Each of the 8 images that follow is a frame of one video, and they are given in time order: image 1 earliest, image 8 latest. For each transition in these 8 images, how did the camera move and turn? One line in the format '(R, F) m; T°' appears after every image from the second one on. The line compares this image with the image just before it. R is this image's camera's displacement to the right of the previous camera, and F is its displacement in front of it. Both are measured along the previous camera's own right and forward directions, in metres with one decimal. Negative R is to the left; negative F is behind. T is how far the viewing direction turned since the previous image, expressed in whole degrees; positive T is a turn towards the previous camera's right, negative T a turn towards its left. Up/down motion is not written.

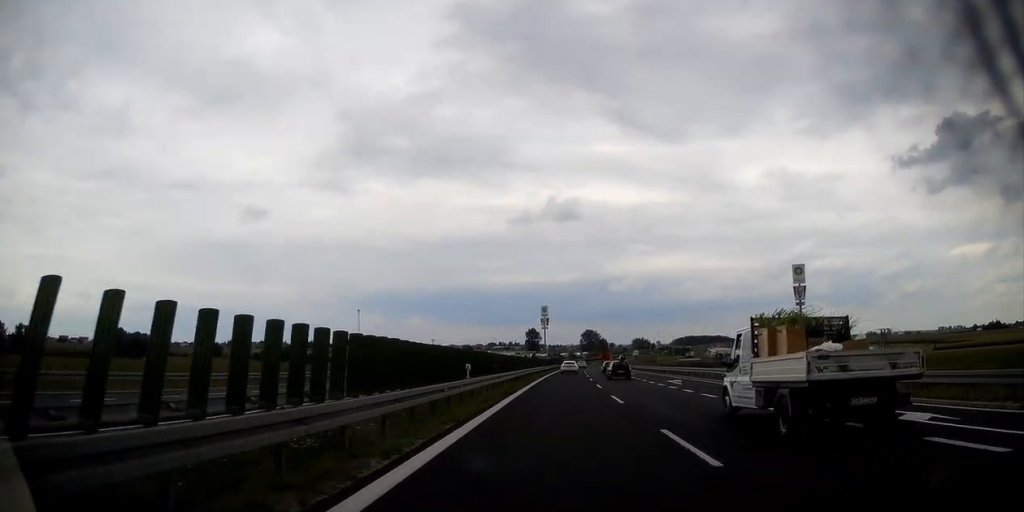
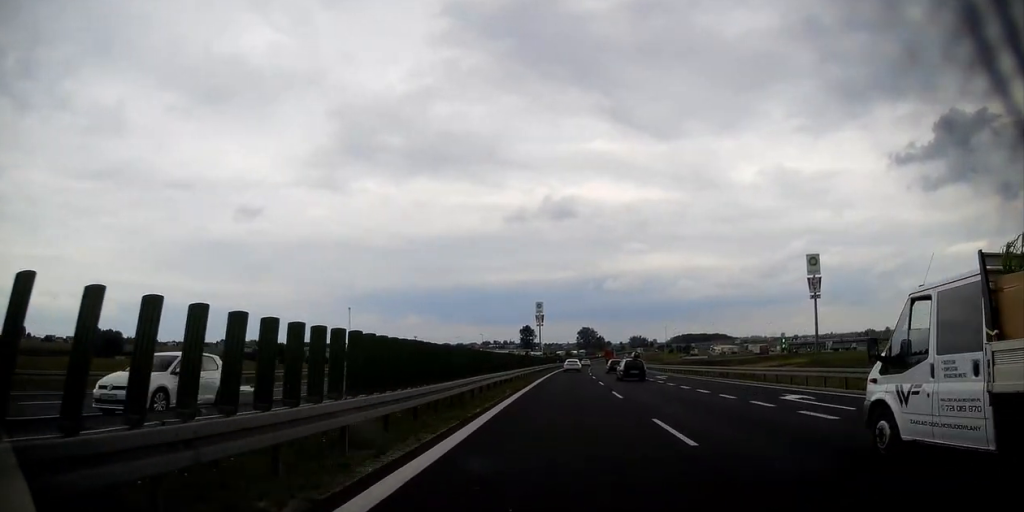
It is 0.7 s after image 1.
(0.0, +22.2) m; +1°
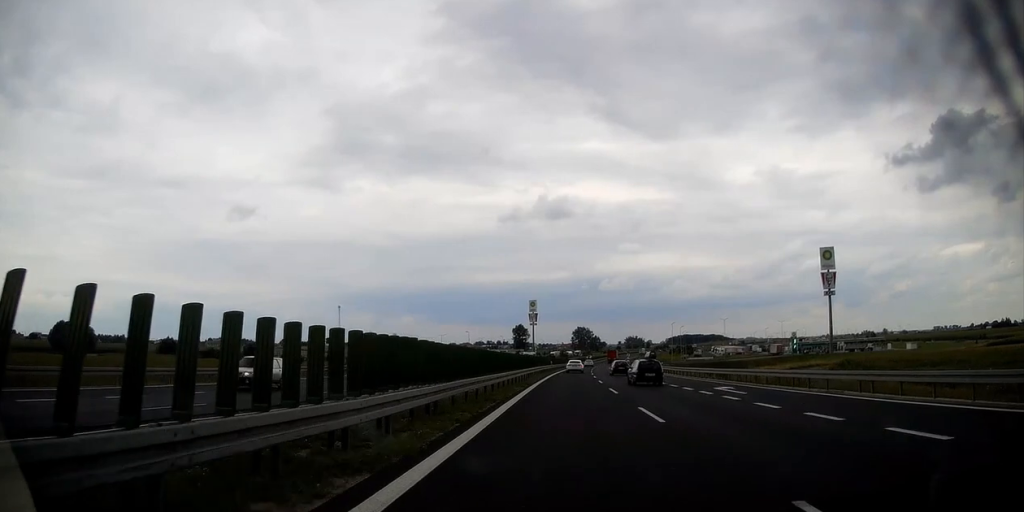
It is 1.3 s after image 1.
(+0.1, +20.1) m; +1°
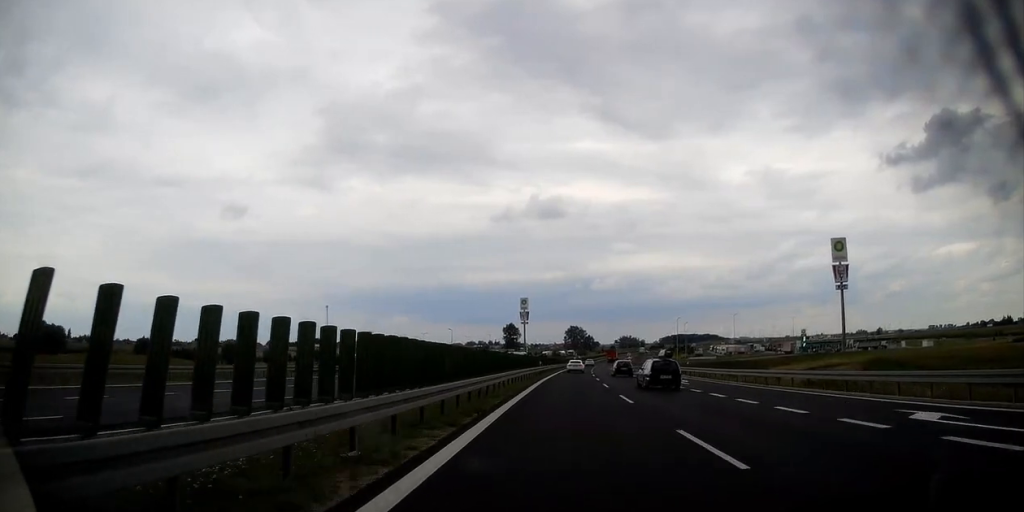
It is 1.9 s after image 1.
(+0.1, +17.9) m; +1°
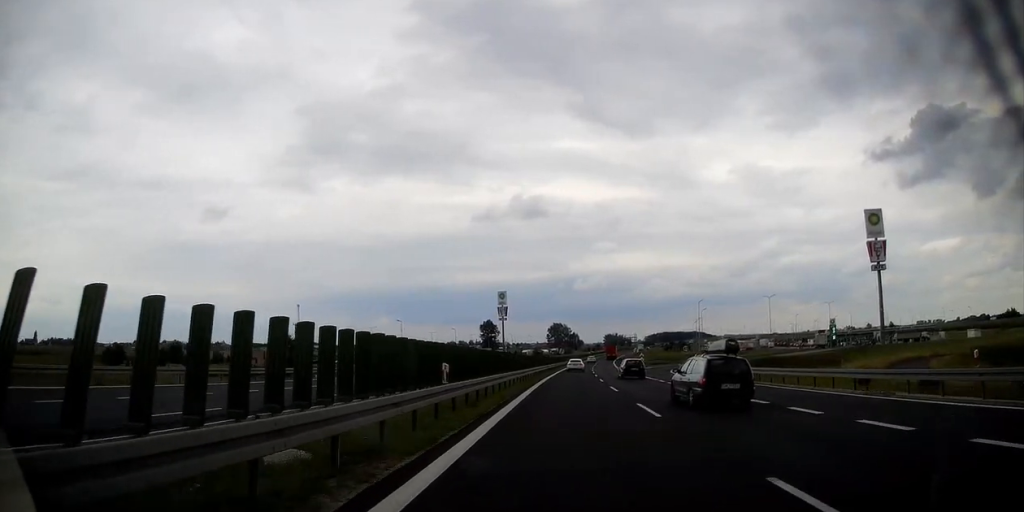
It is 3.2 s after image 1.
(+0.3, +41.0) m; +1°
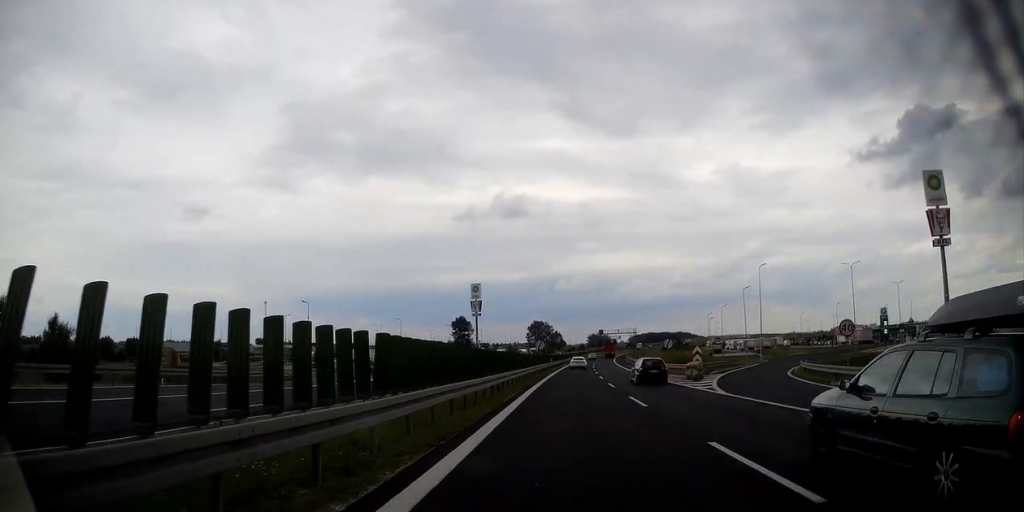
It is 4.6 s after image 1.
(+0.8, +44.9) m; +2°
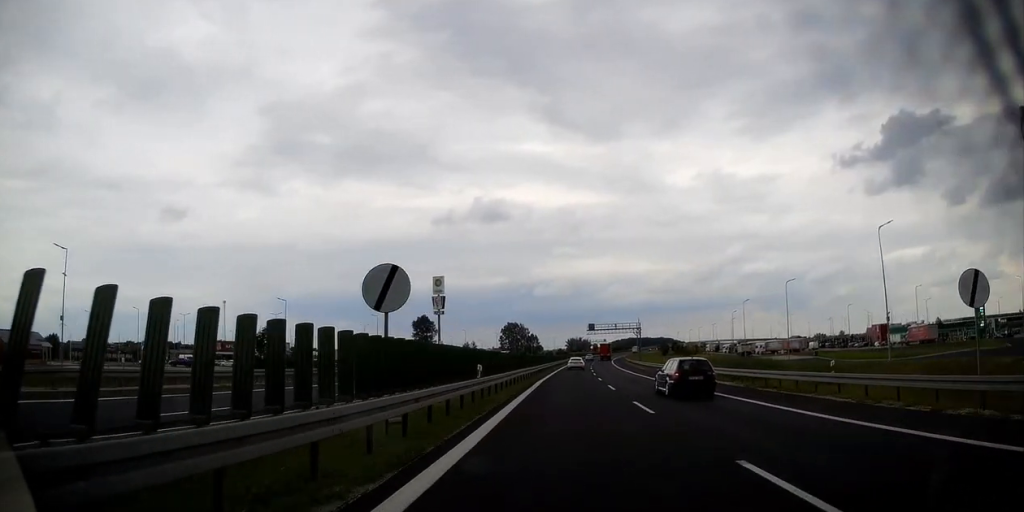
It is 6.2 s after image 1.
(+0.8, +49.8) m; +2°
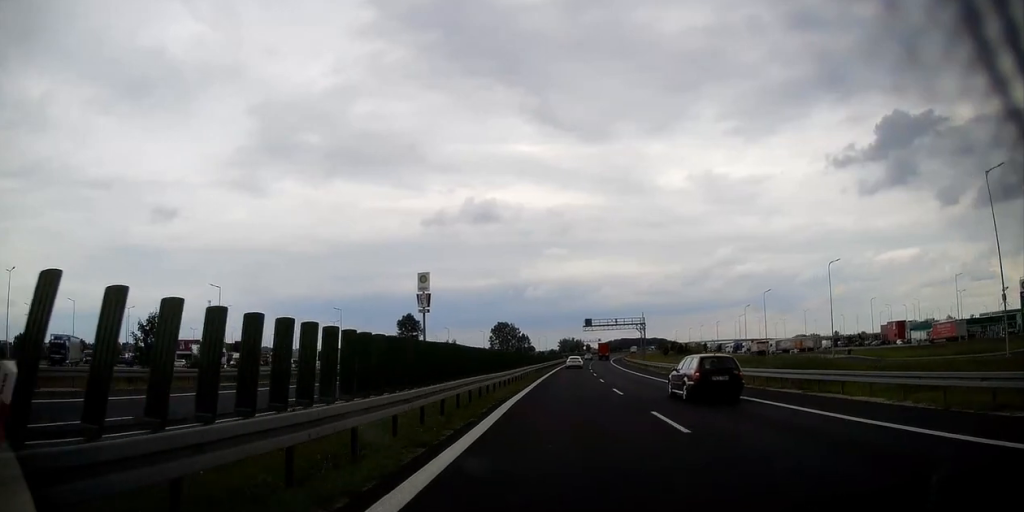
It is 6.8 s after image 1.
(0.0, +16.6) m; +1°
